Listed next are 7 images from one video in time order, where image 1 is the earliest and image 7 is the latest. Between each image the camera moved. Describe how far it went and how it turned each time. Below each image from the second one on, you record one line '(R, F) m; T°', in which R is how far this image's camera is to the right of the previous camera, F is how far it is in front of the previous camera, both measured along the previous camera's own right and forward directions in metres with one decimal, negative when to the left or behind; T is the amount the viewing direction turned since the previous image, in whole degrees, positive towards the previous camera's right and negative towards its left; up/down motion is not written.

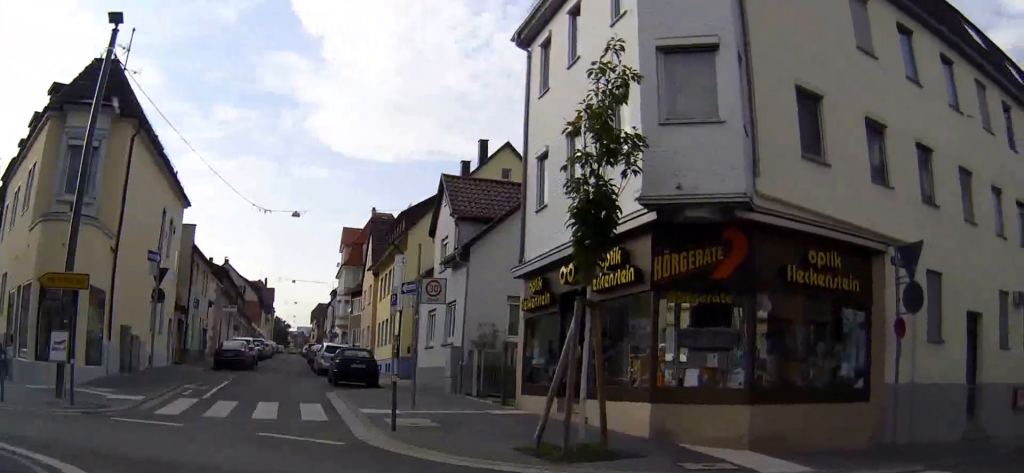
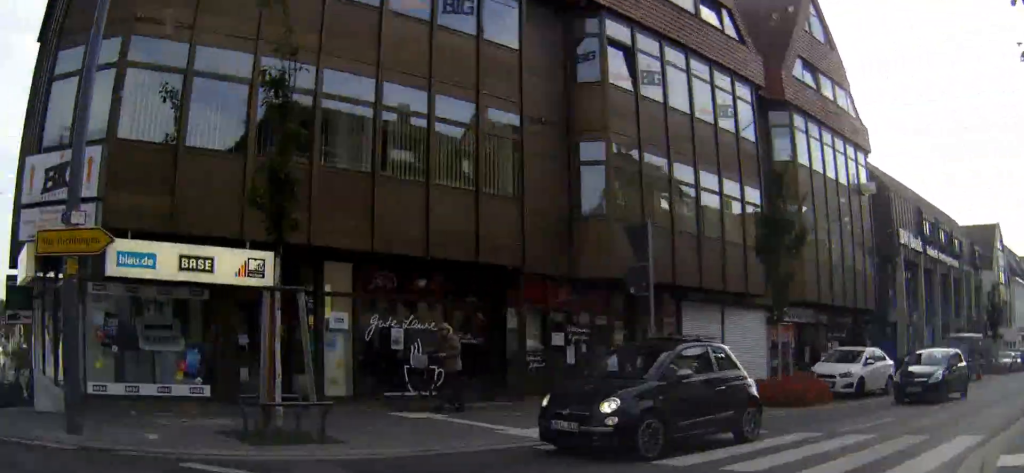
(-6.6, +11.5) m; -89°
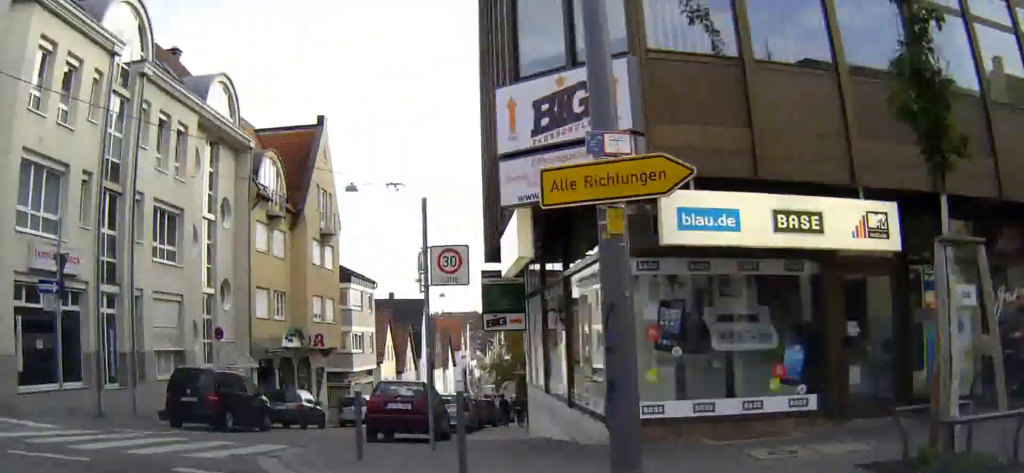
(-1.3, +3.5) m; -35°
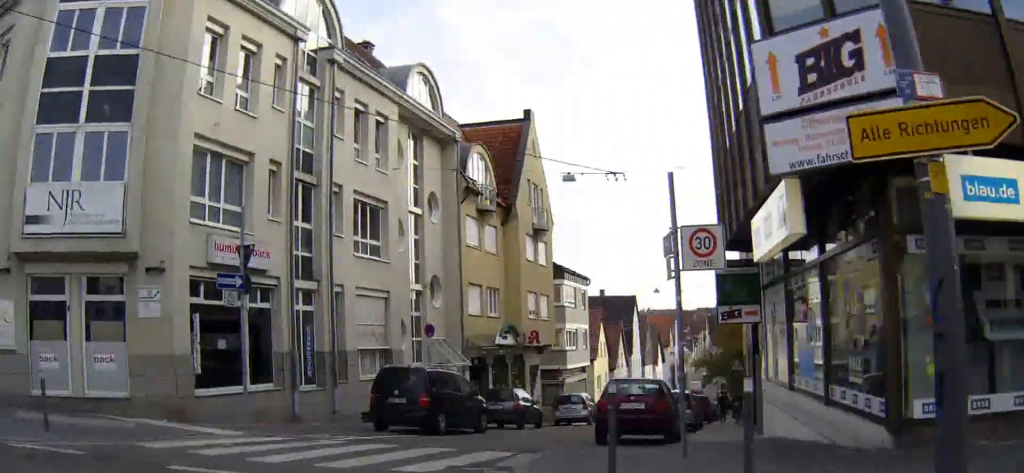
(-0.1, +1.7) m; -14°
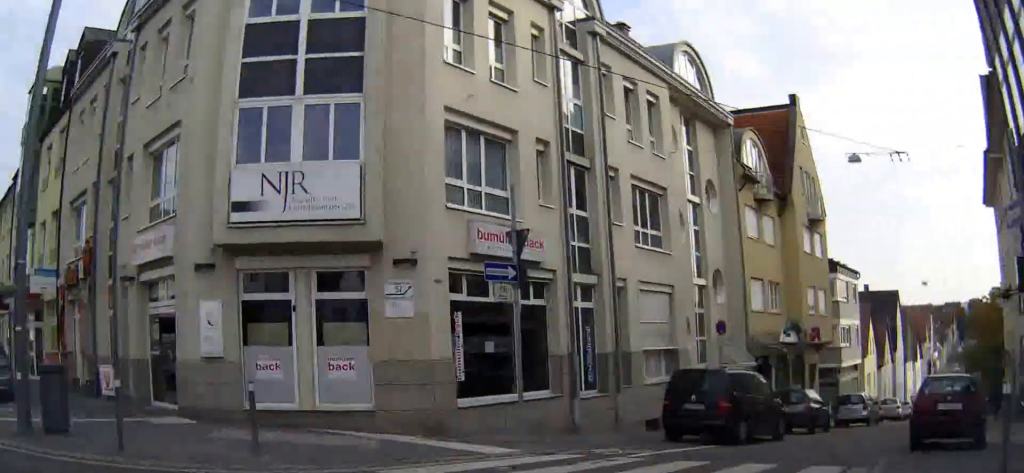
(-0.4, +2.1) m; -18°
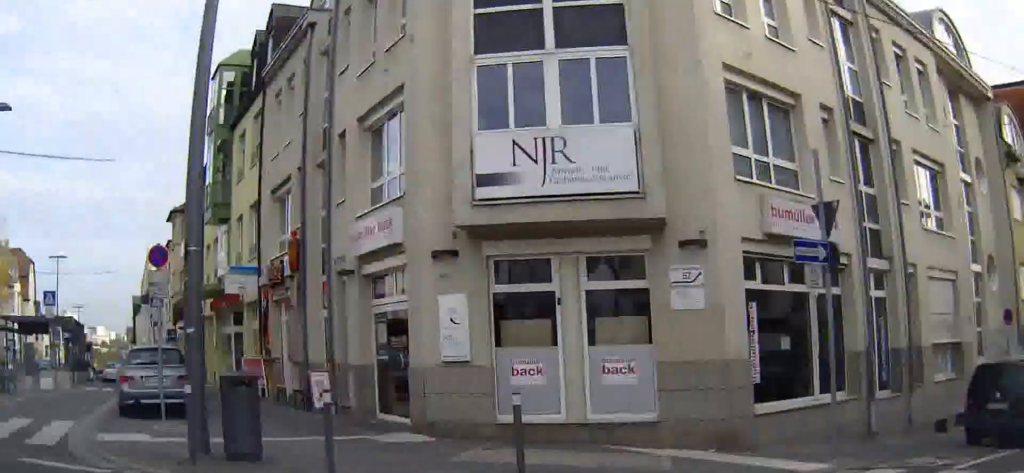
(+0.1, +1.9) m; -16°
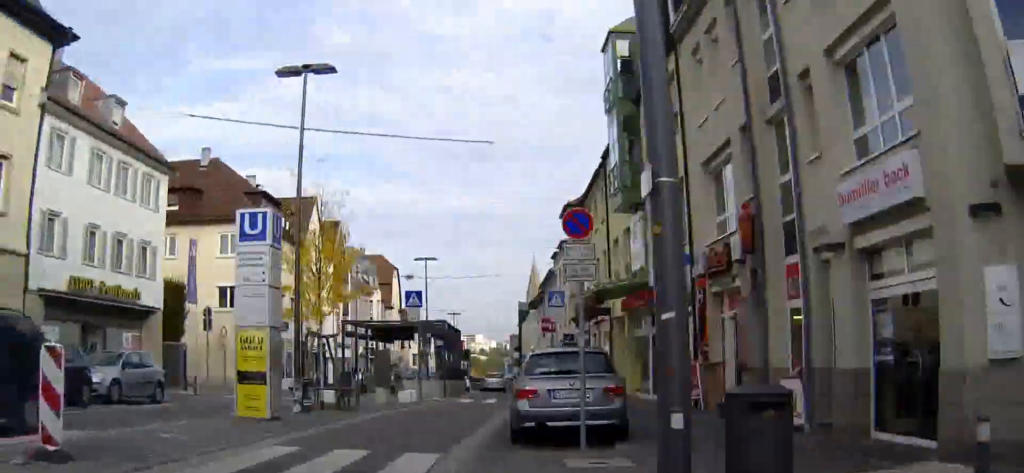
(-1.3, +3.6) m; -29°
